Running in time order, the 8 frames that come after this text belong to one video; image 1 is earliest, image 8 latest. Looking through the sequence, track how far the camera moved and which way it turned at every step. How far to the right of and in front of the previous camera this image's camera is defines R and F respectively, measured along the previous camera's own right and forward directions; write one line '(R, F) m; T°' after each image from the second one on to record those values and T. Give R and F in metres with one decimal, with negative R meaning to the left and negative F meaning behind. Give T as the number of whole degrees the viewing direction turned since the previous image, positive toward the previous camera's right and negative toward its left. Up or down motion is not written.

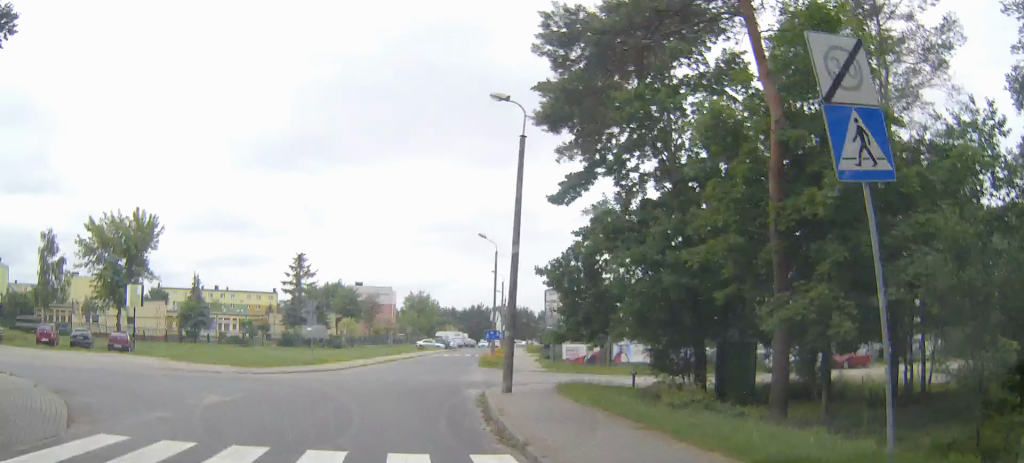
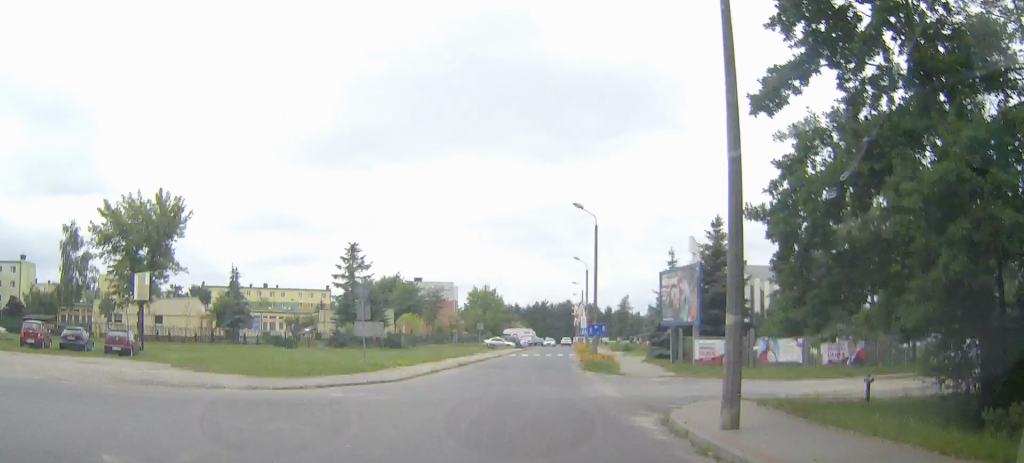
(-0.5, +10.8) m; -10°
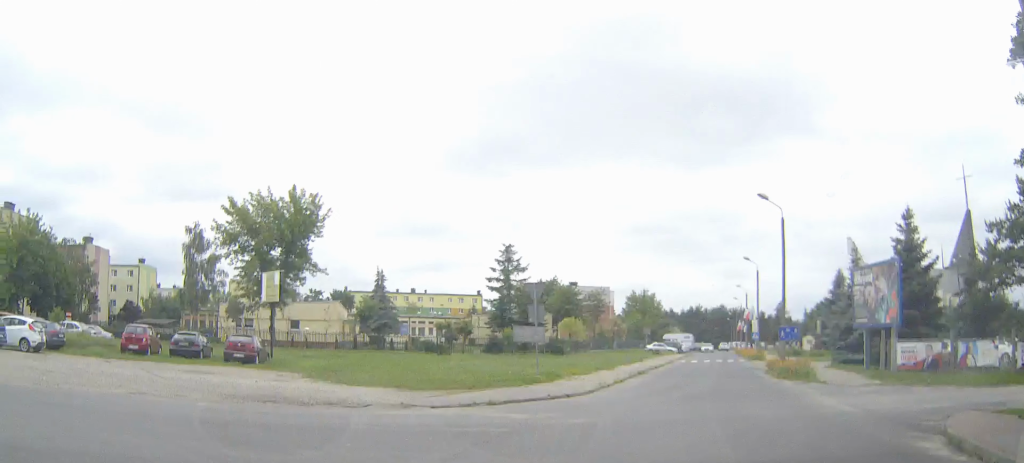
(-0.4, +5.1) m; -10°
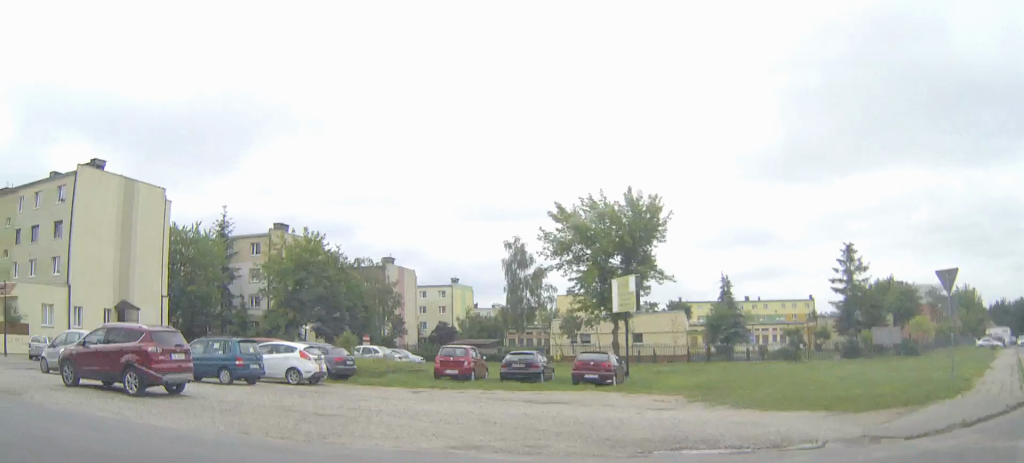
(-1.1, +5.8) m; -21°
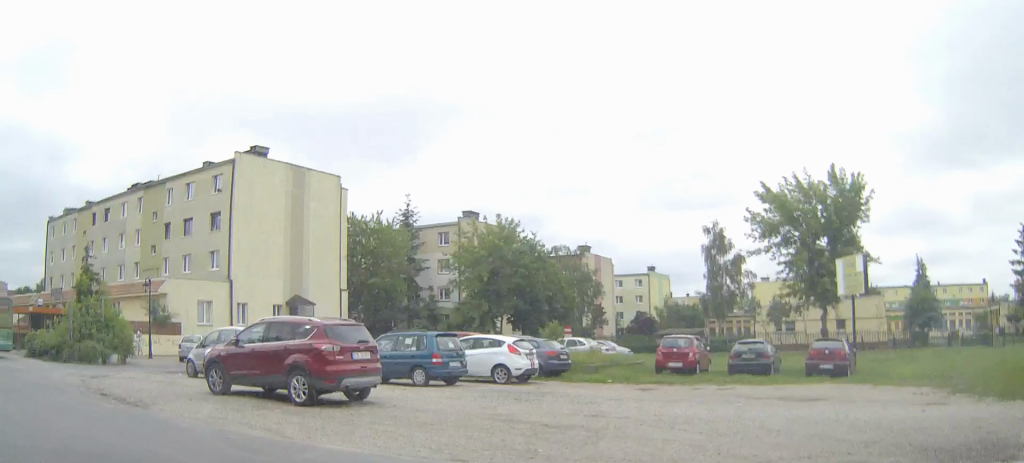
(-0.2, +3.0) m; -14°
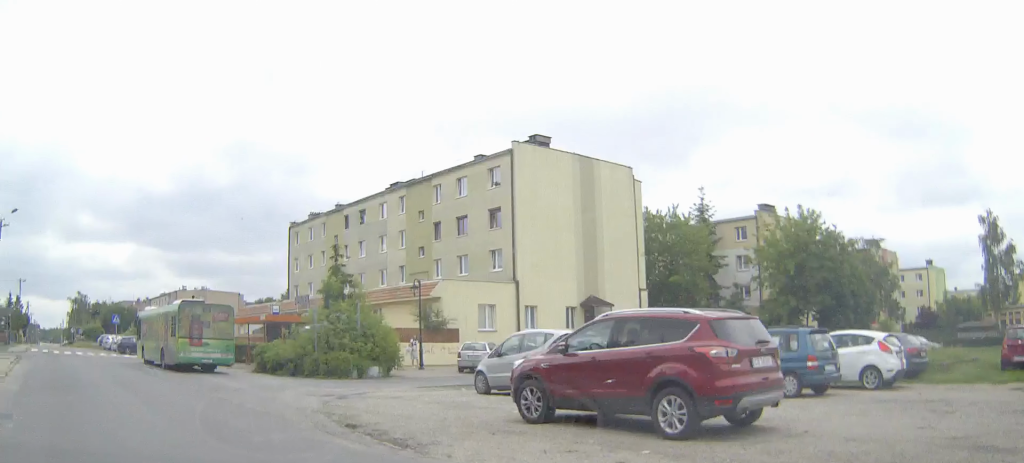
(-0.8, +4.7) m; -15°
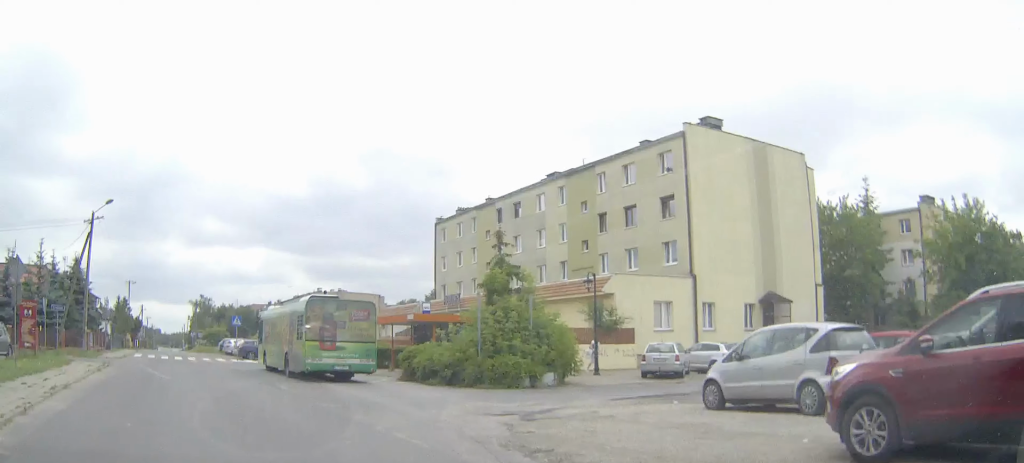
(-0.3, +4.5) m; -11°
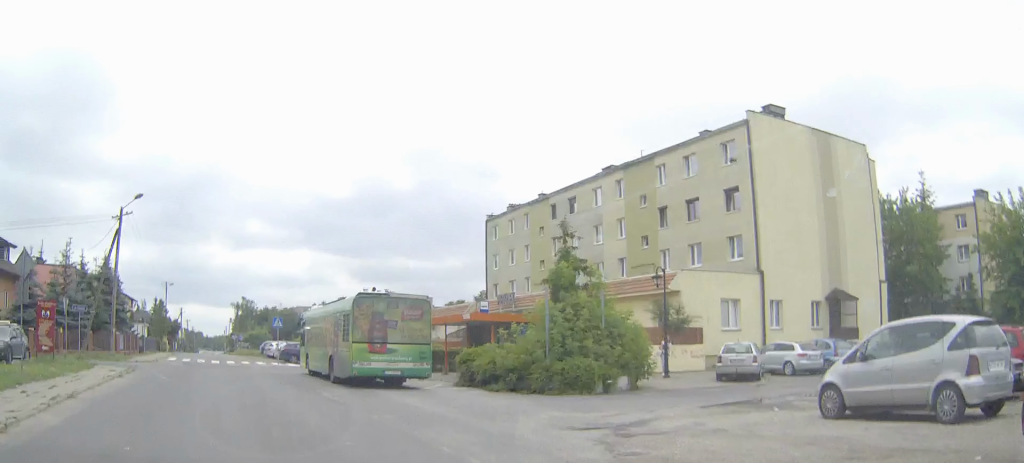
(-0.3, +2.4) m; -3°
